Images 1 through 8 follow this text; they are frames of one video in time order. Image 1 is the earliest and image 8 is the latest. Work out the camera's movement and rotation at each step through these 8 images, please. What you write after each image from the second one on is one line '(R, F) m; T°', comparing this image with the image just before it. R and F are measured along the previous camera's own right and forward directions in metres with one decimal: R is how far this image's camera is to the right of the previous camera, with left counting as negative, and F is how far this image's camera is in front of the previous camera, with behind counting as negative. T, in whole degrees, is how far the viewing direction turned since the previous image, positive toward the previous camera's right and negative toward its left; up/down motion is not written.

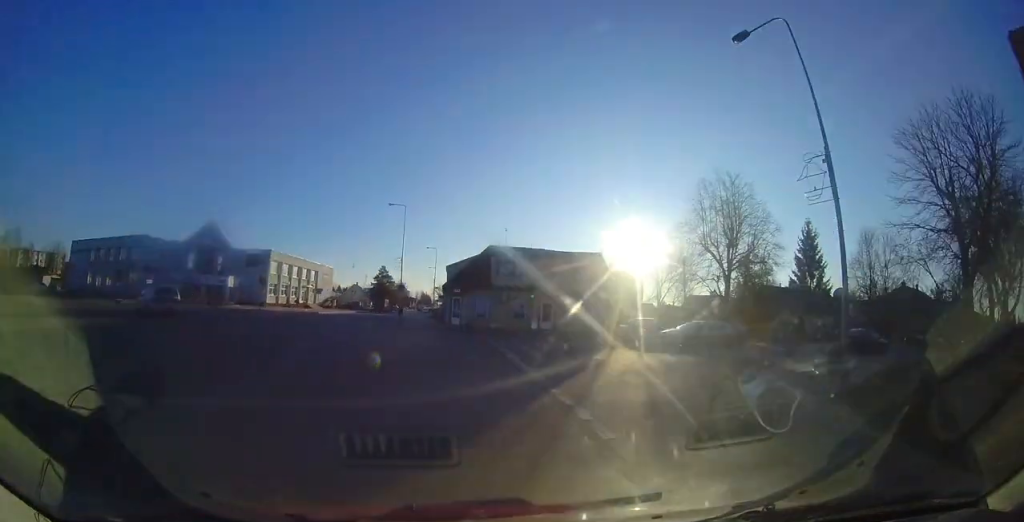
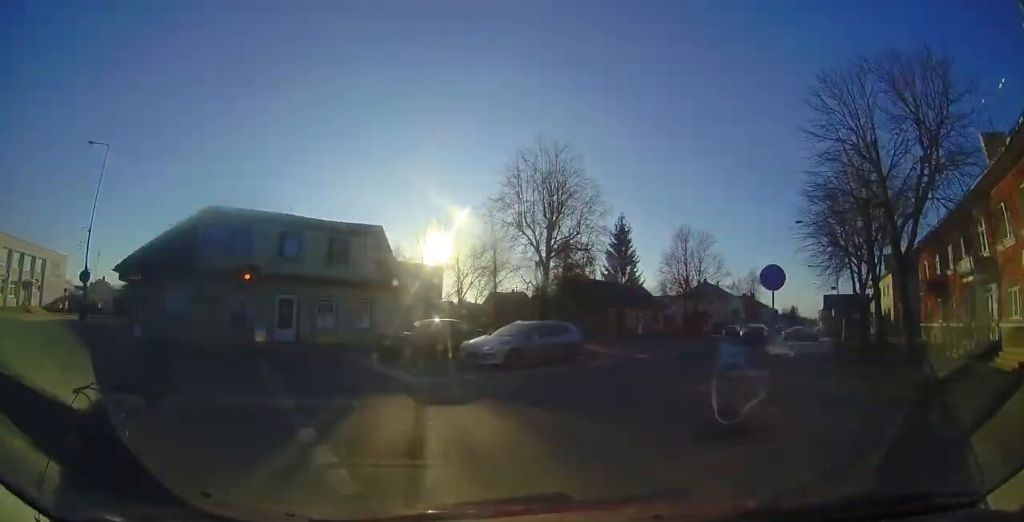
(+1.3, +9.4) m; +24°
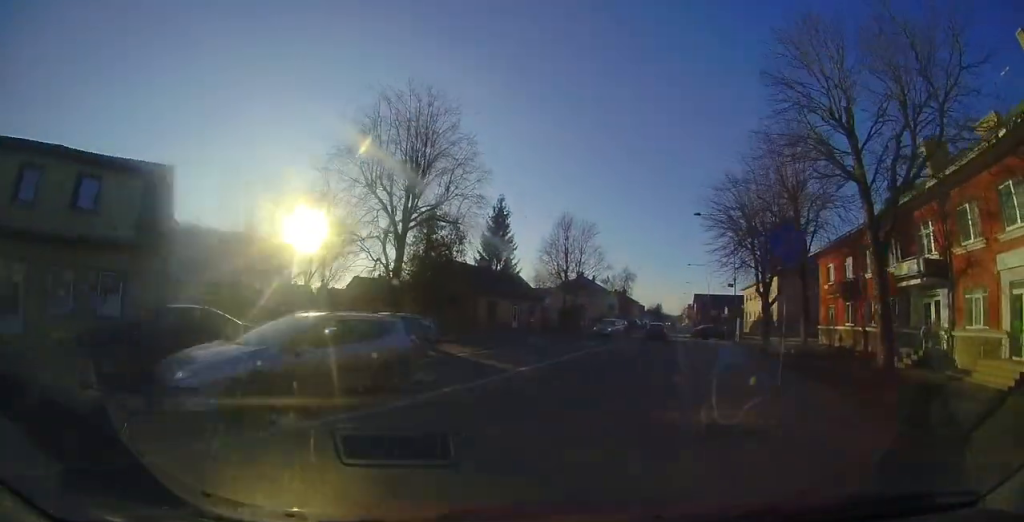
(+1.1, +4.9) m; +18°
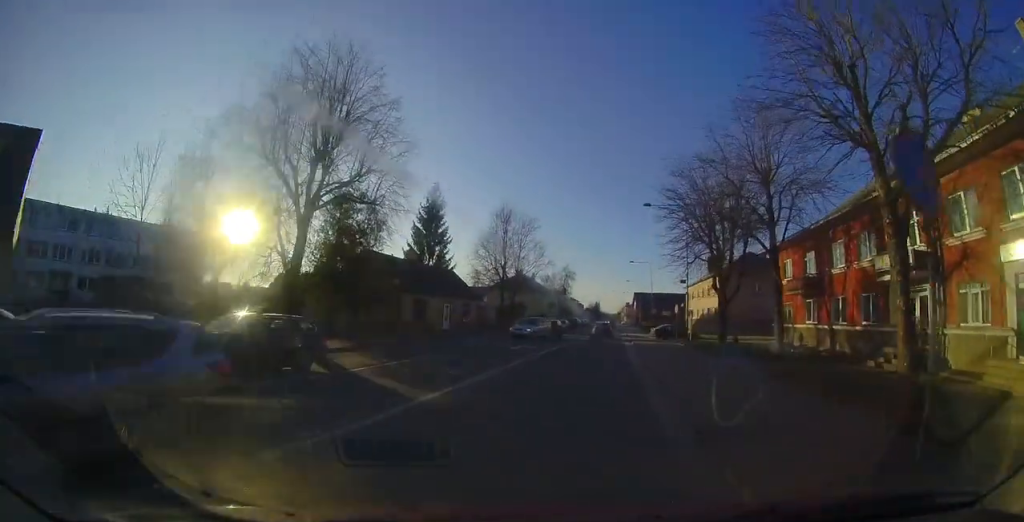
(+0.2, +2.8) m; +7°
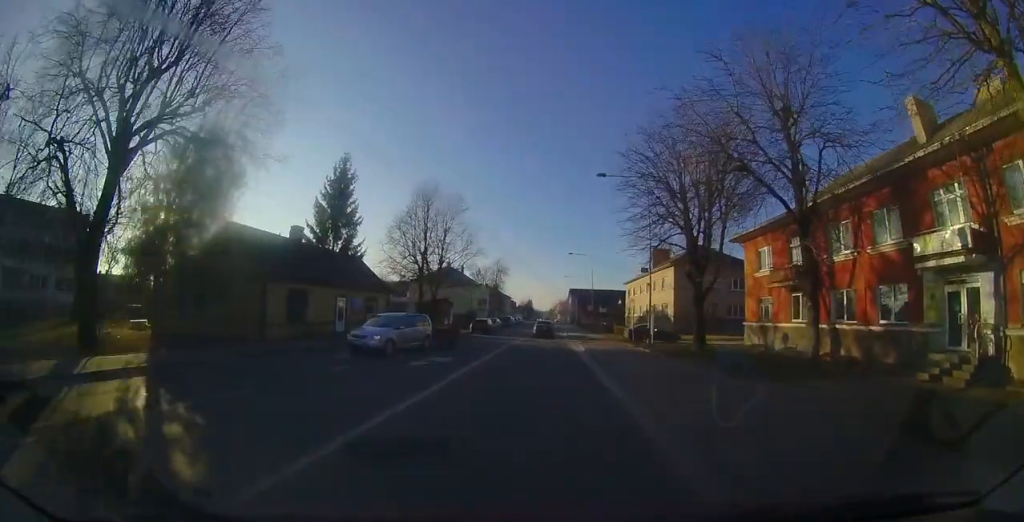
(+0.4, +5.1) m; +5°
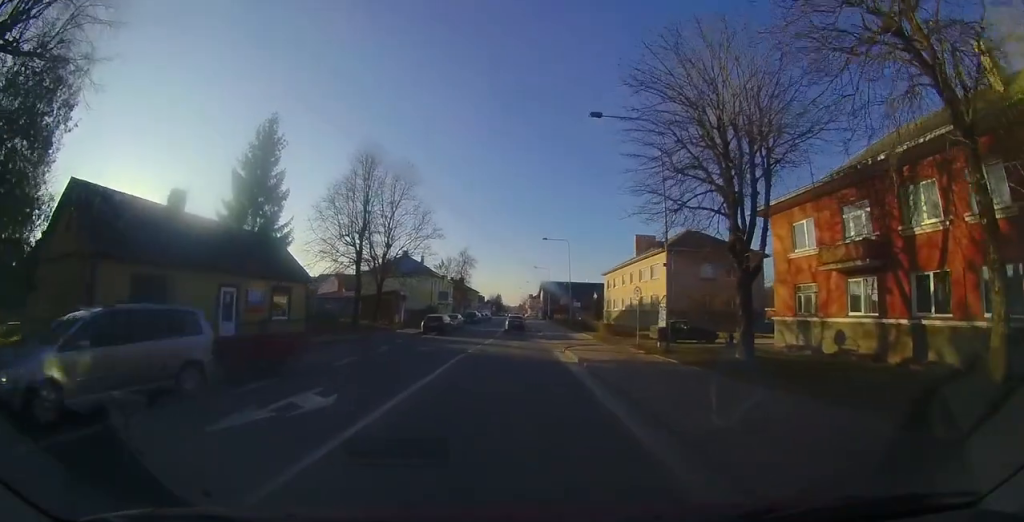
(0.0, +5.7) m; +8°
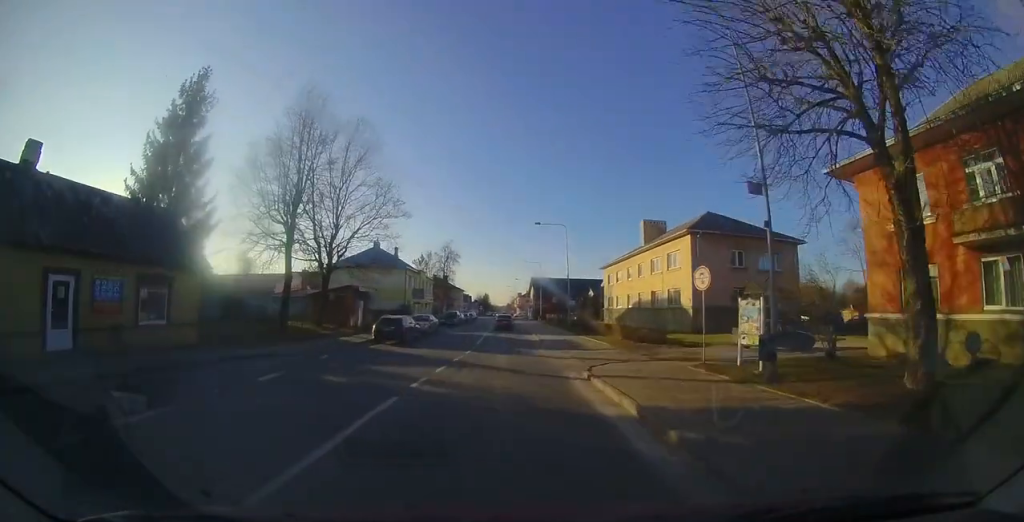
(+0.6, +6.3) m; +7°
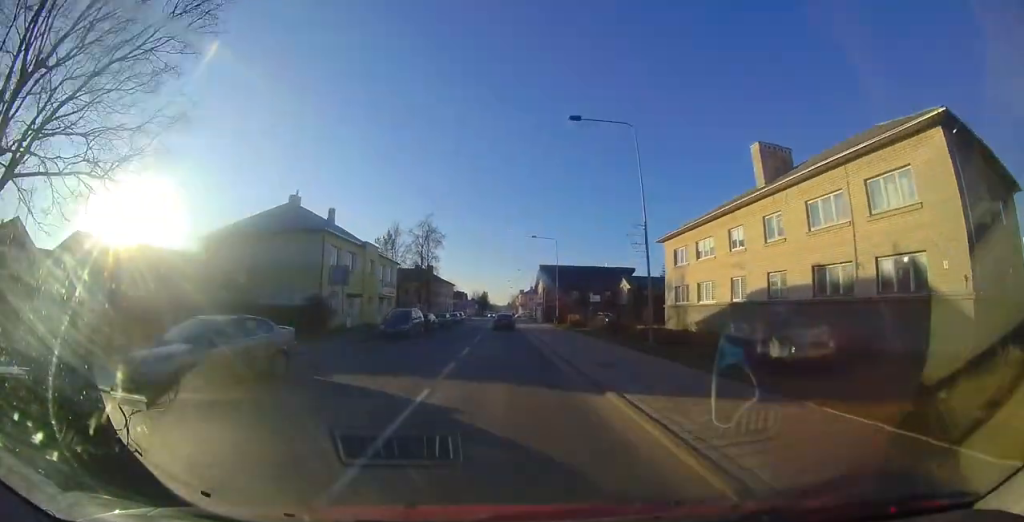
(+2.6, +19.1) m; +16°
